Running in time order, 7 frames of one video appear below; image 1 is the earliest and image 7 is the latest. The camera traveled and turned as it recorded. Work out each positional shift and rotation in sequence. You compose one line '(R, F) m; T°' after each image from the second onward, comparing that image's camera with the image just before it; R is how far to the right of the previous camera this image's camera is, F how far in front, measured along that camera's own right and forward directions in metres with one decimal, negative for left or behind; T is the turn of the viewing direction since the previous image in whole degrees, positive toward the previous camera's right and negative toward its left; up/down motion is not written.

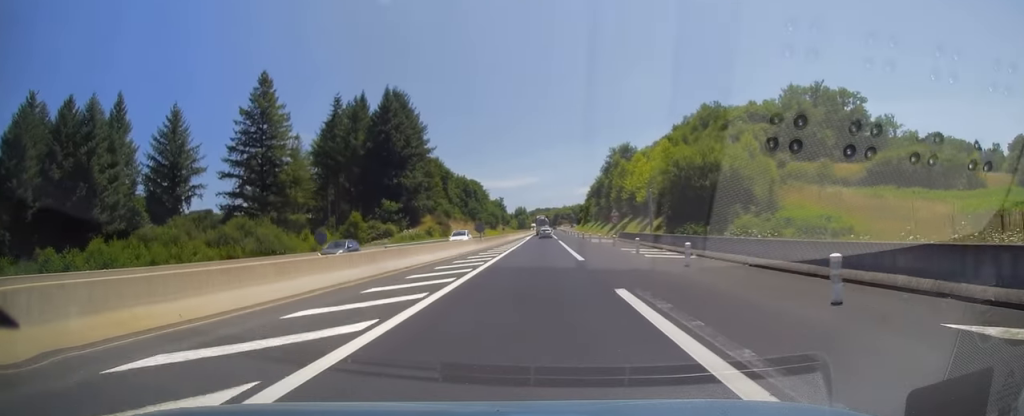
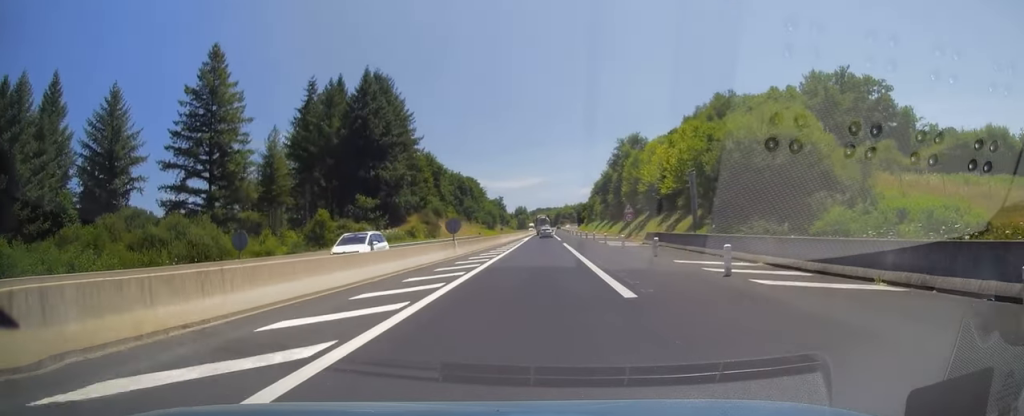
(-0.1, +14.6) m; 0°
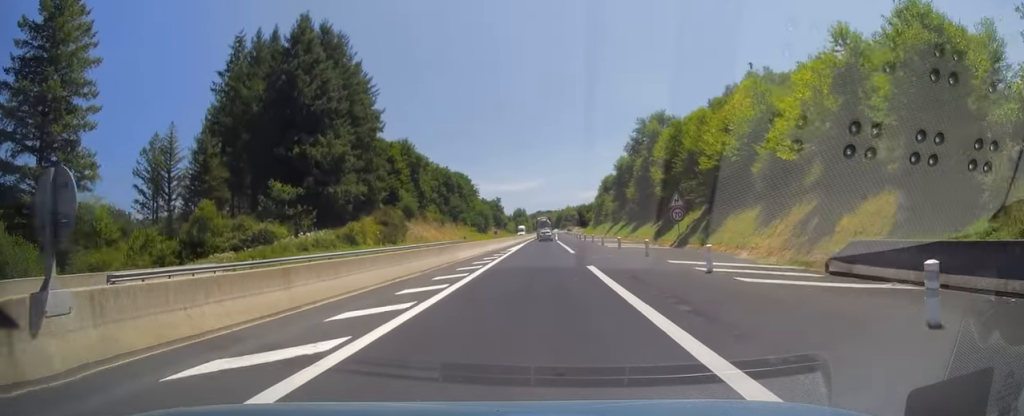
(0.0, +29.1) m; 0°
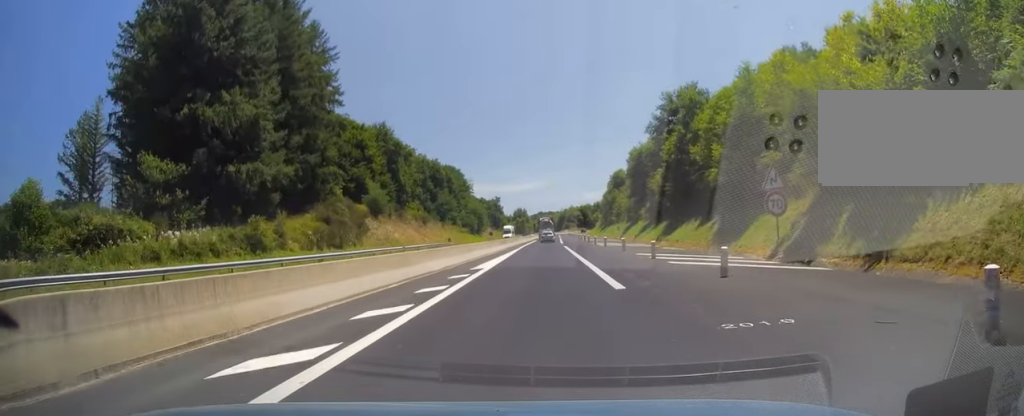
(-0.1, +22.0) m; 0°
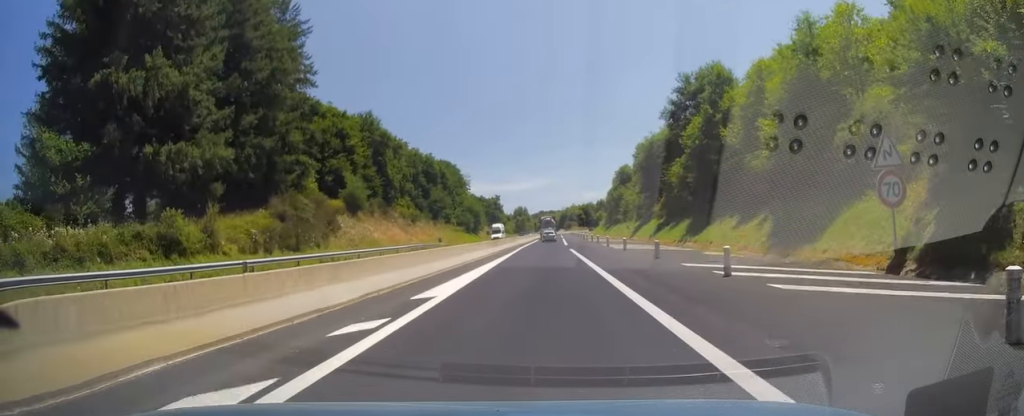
(+0.1, +10.5) m; 0°
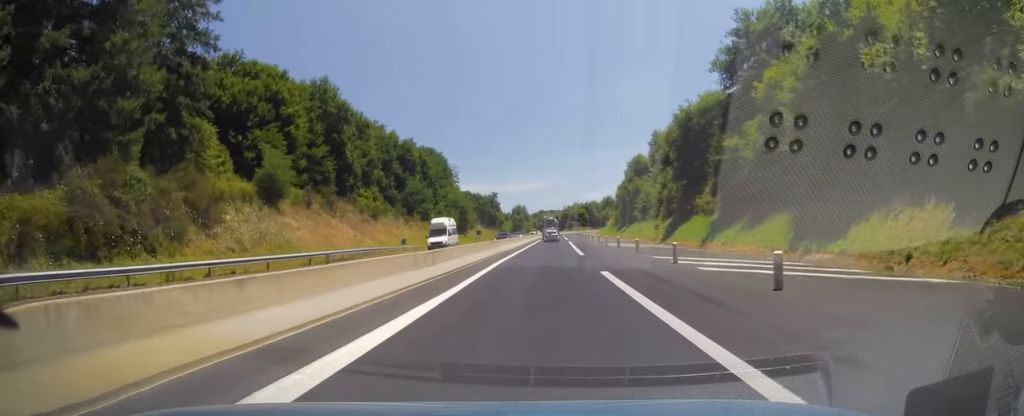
(0.0, +23.5) m; 0°
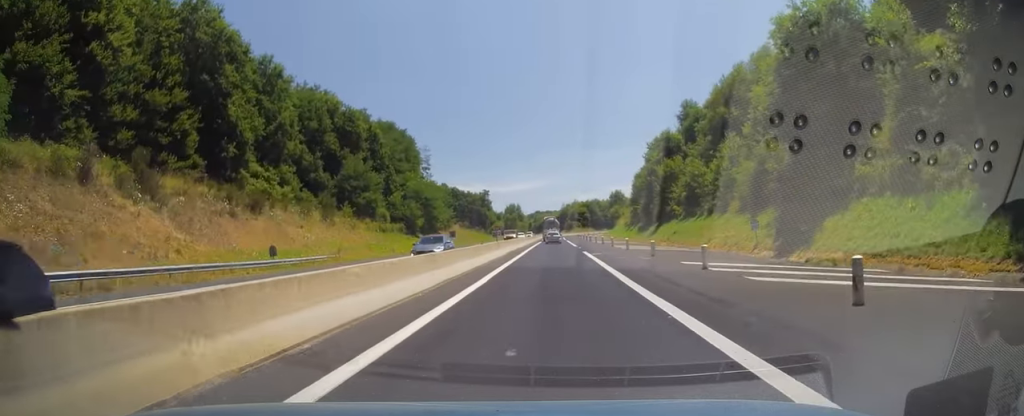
(0.0, +33.2) m; 0°
